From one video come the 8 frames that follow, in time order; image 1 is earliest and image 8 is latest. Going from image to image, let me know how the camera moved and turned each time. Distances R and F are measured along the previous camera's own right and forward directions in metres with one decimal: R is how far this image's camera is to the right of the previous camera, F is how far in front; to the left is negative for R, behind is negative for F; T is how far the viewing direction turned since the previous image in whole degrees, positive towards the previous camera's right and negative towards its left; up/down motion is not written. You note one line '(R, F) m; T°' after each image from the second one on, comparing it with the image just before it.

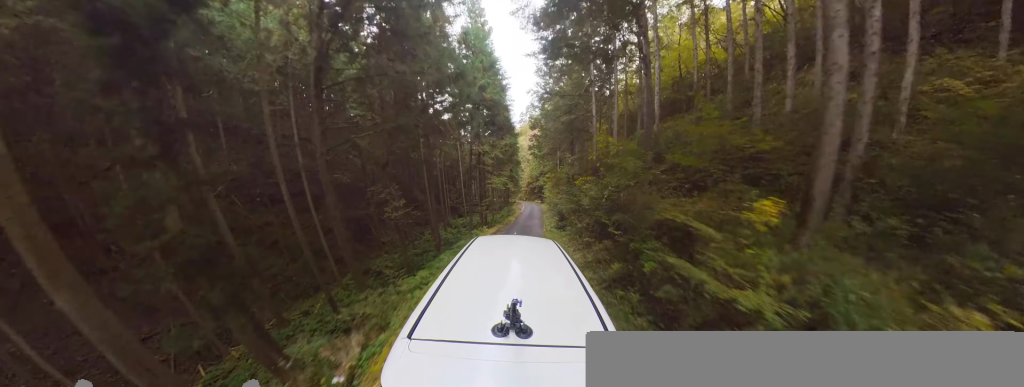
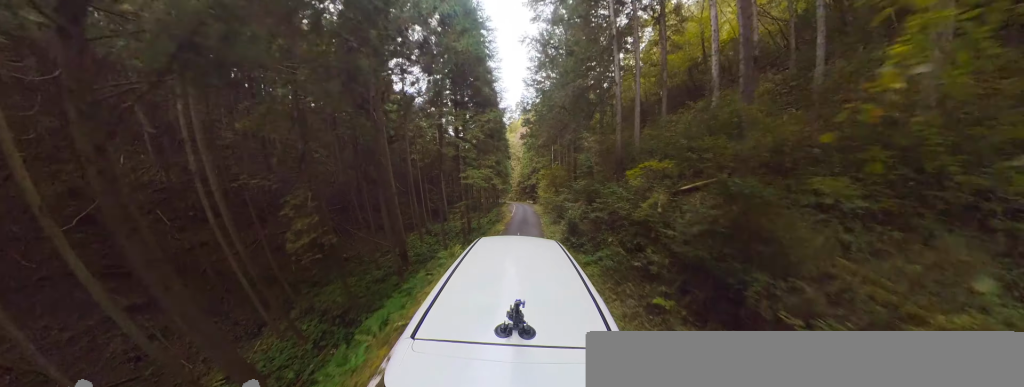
(0.0, +4.0) m; 0°
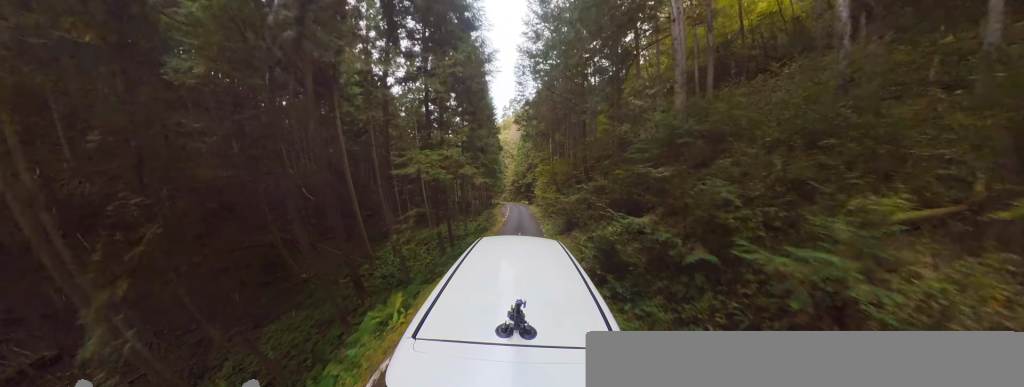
(0.0, +3.7) m; 0°
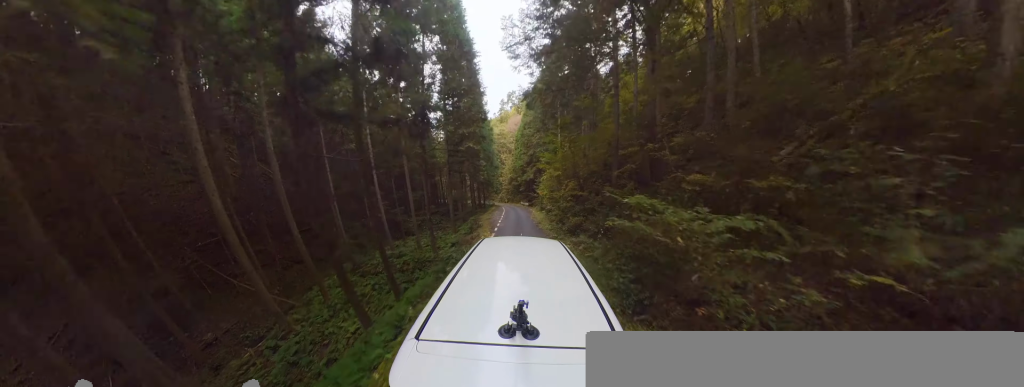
(0.0, +7.4) m; 0°
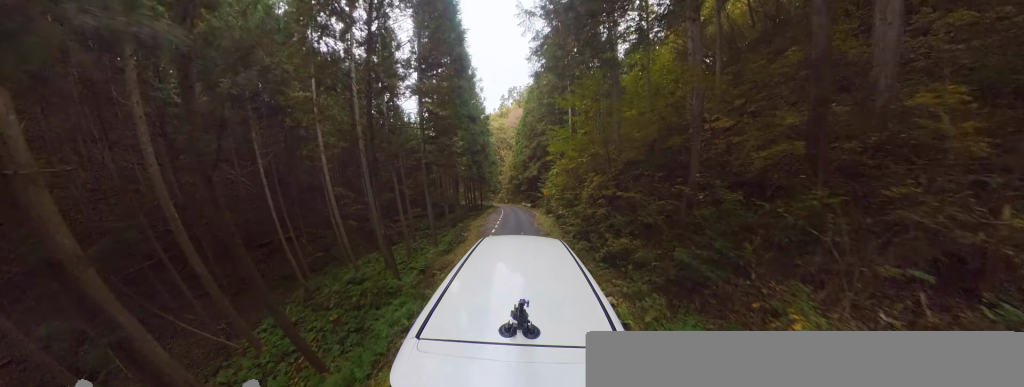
(0.0, +4.5) m; +1°
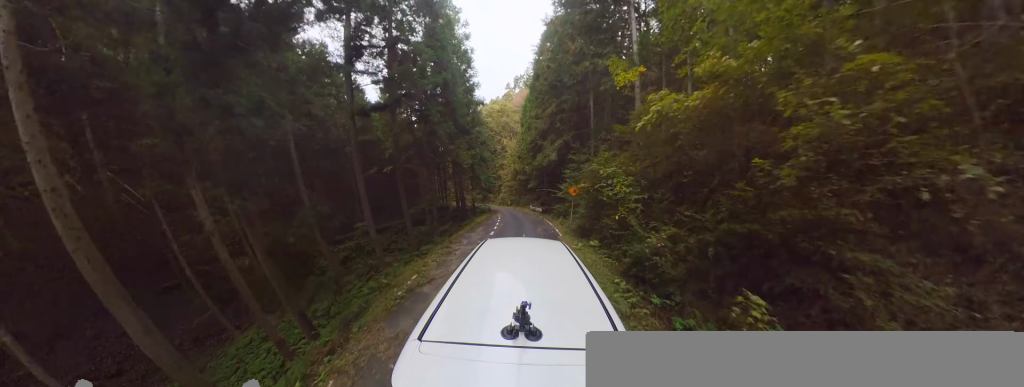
(+0.5, +10.1) m; -1°
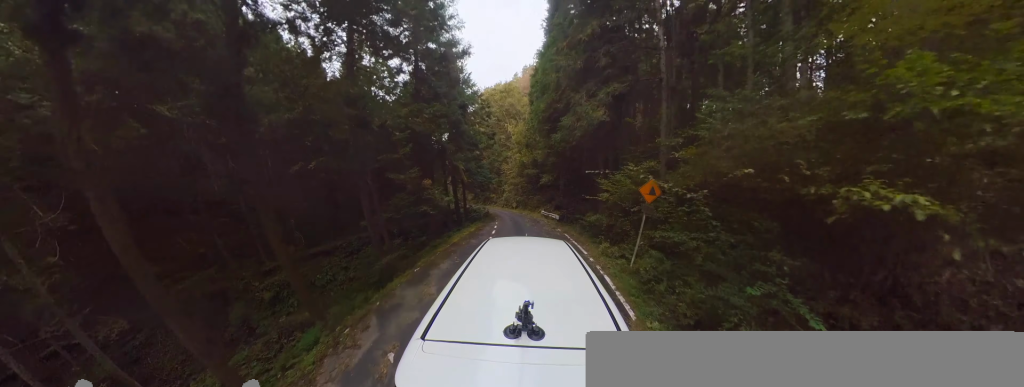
(-0.2, +7.7) m; -11°
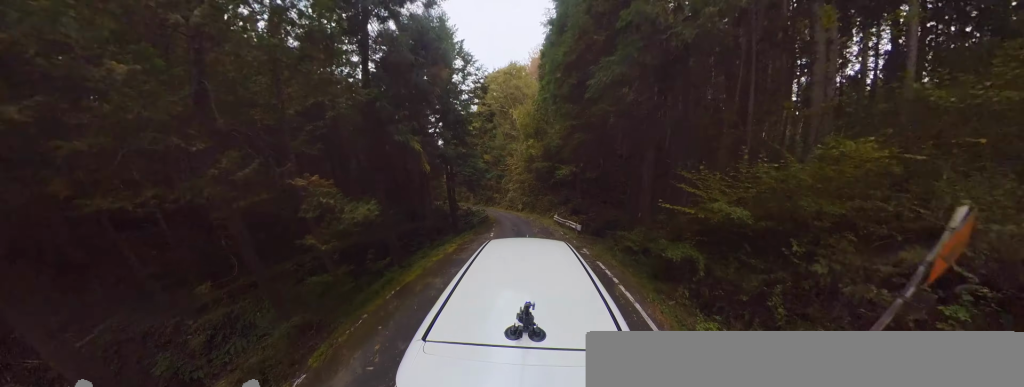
(-1.4, +5.2) m; -7°
